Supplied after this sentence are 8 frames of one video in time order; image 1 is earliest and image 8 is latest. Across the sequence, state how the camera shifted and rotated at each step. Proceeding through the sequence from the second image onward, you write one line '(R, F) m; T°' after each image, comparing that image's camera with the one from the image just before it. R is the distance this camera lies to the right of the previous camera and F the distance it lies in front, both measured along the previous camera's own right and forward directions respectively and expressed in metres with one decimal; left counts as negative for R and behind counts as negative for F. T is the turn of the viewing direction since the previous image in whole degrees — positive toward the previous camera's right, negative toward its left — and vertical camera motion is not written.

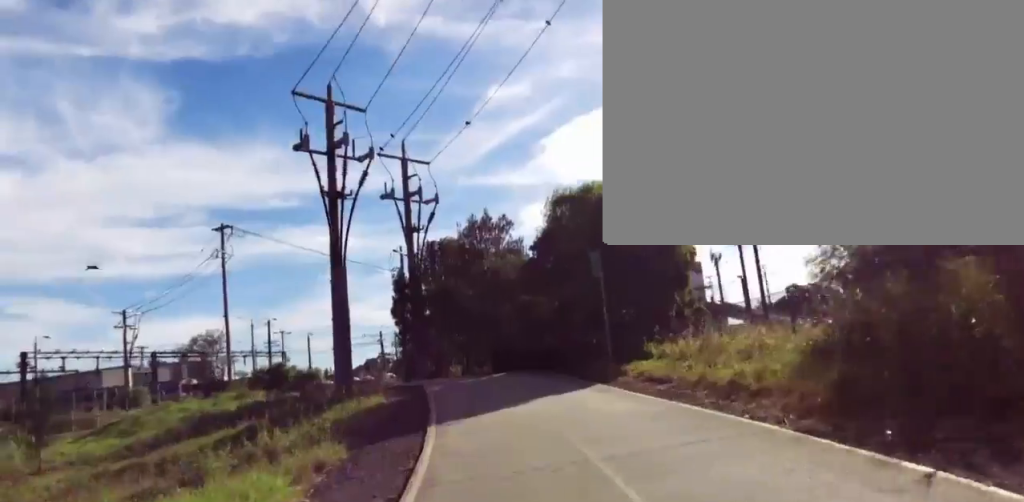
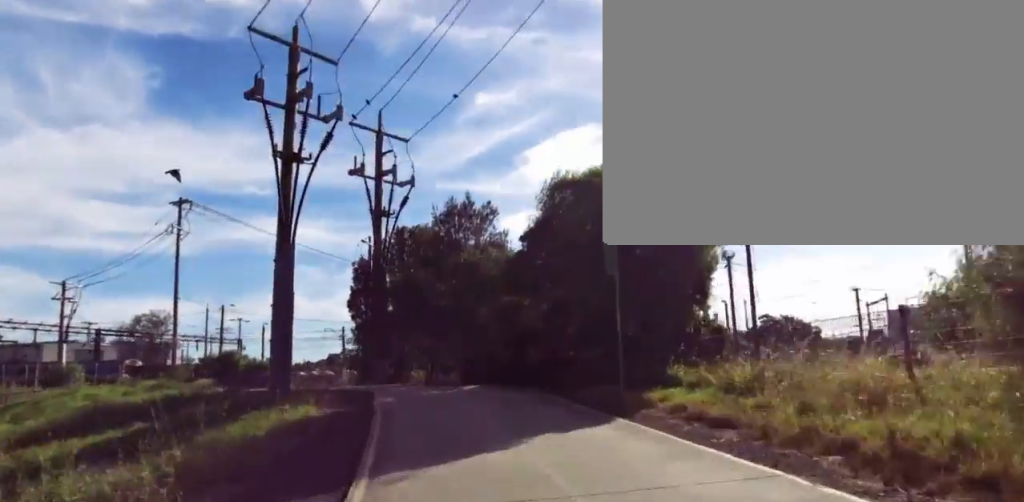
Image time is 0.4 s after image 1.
(+0.5, +4.0) m; -2°
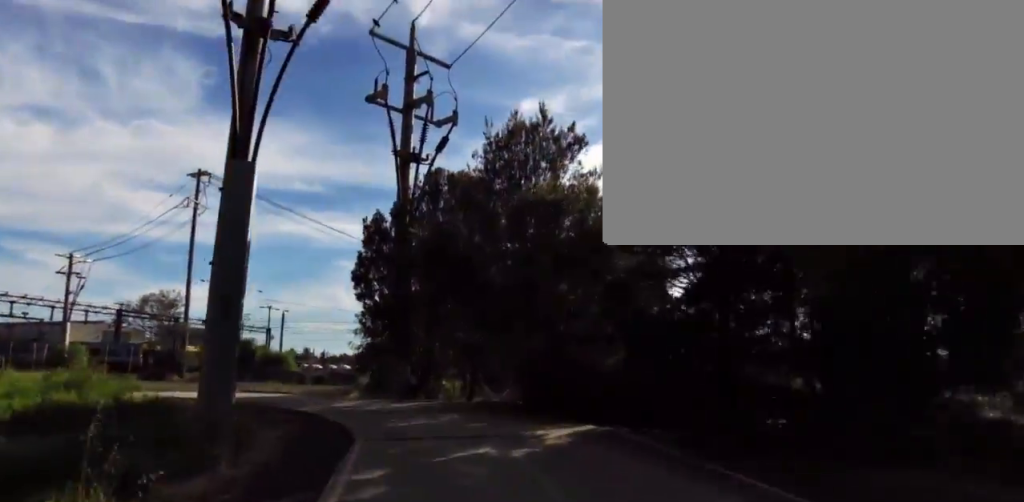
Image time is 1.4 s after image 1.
(-1.1, +7.9) m; -18°
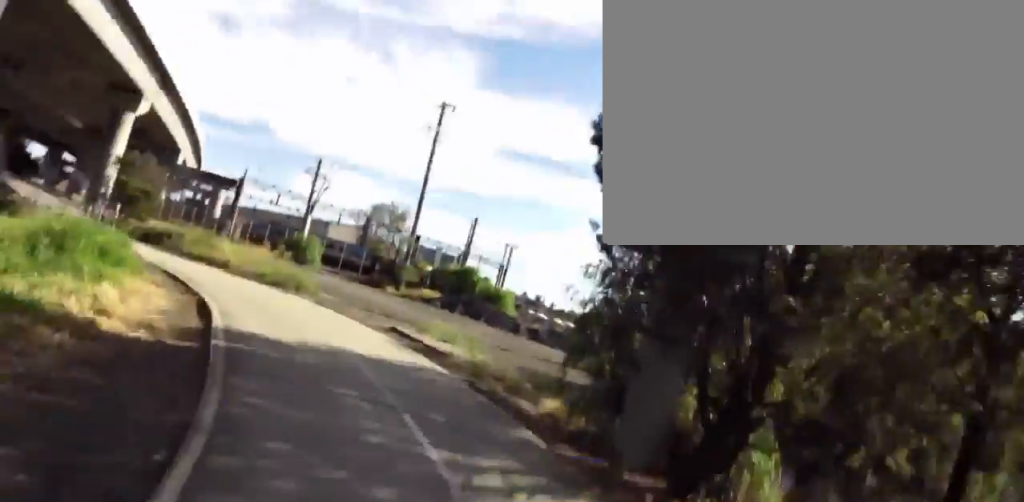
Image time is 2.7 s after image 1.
(-2.0, +8.9) m; -21°
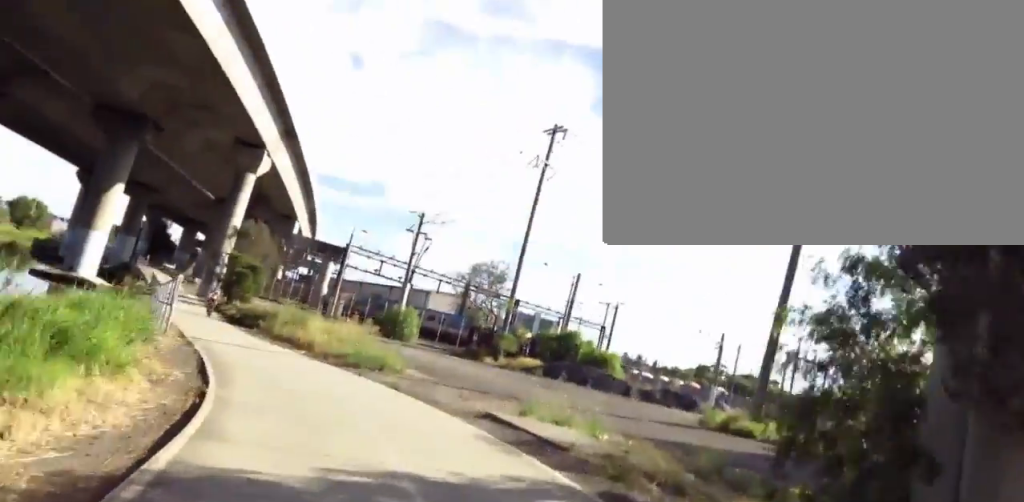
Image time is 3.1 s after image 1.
(-0.1, +3.3) m; -5°
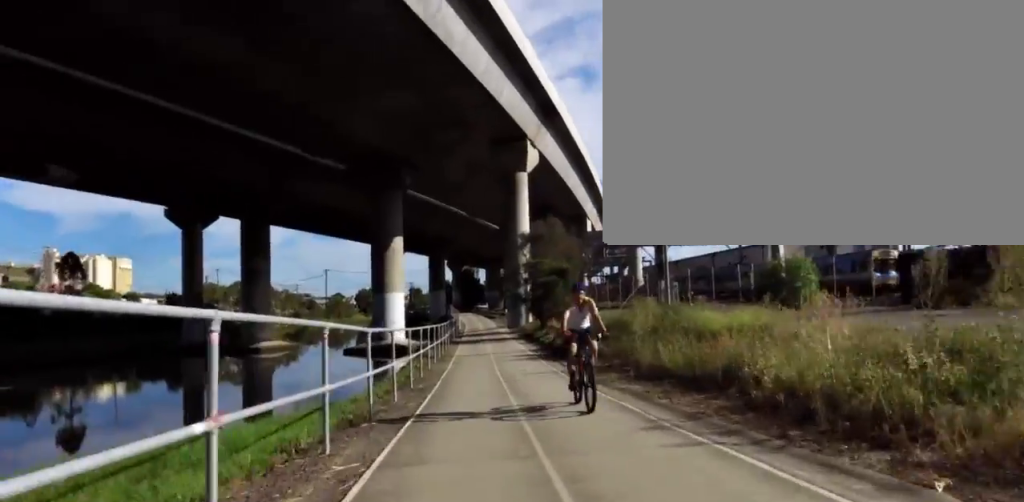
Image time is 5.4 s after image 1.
(-3.5, +18.3) m; -14°
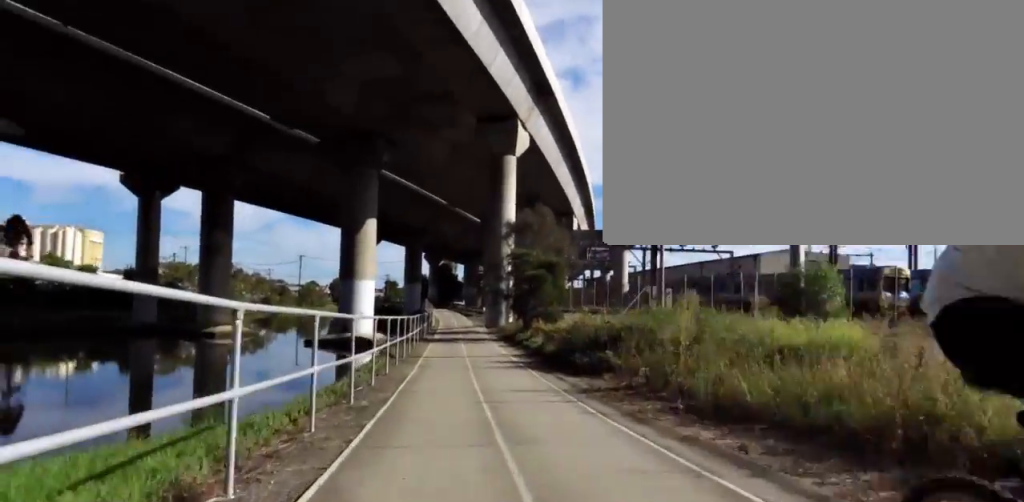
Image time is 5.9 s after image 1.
(+0.1, +4.5) m; +1°
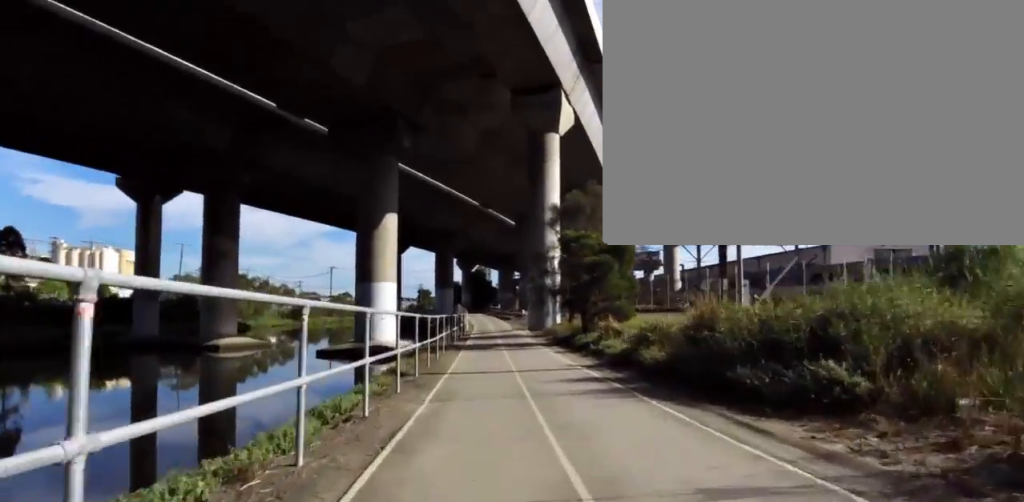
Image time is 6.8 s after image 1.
(+0.2, +7.7) m; +3°
